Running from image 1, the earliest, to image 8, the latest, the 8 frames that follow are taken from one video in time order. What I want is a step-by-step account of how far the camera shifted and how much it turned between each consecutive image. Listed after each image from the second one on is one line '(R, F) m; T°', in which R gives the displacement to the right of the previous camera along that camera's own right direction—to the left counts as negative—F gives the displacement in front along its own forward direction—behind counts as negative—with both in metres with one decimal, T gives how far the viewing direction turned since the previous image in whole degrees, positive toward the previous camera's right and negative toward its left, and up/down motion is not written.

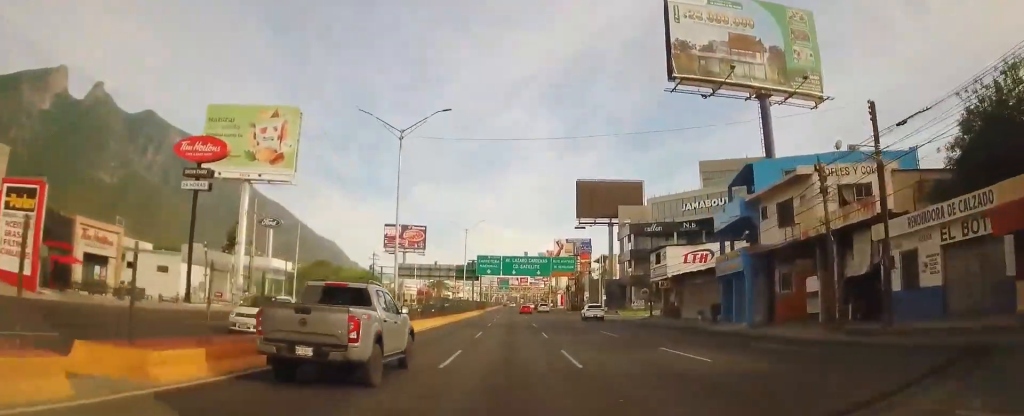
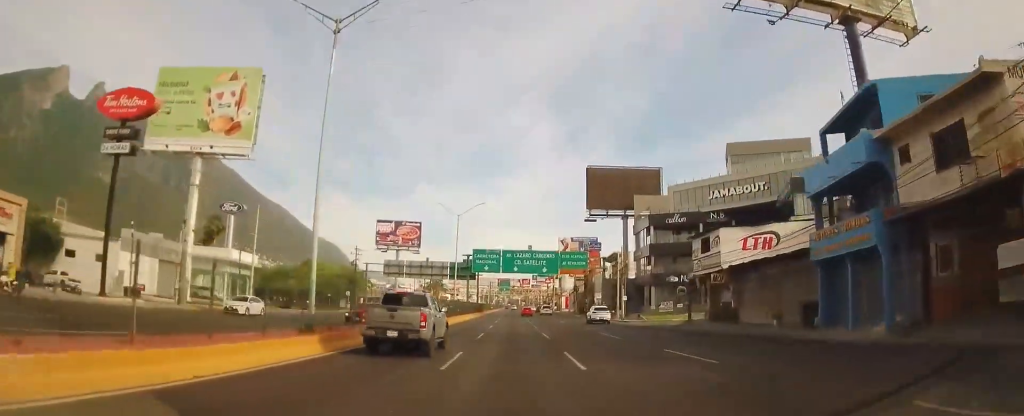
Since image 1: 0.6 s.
(-0.2, +12.8) m; 0°
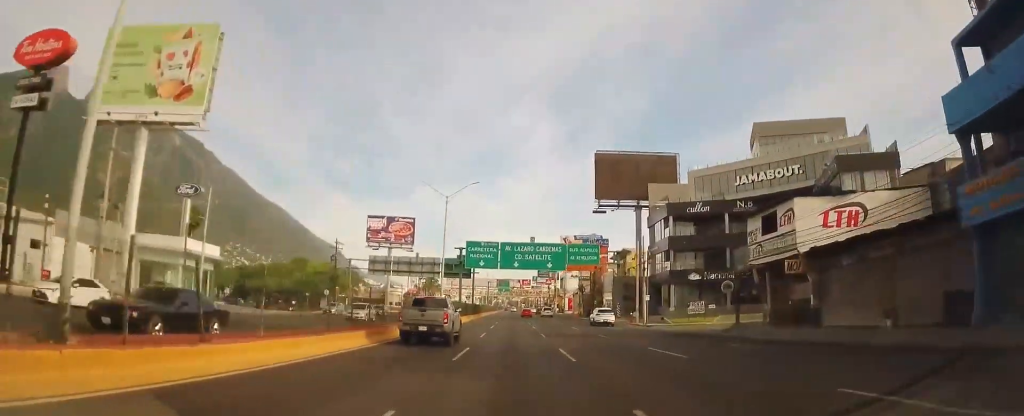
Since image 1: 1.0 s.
(-0.2, +10.4) m; 0°
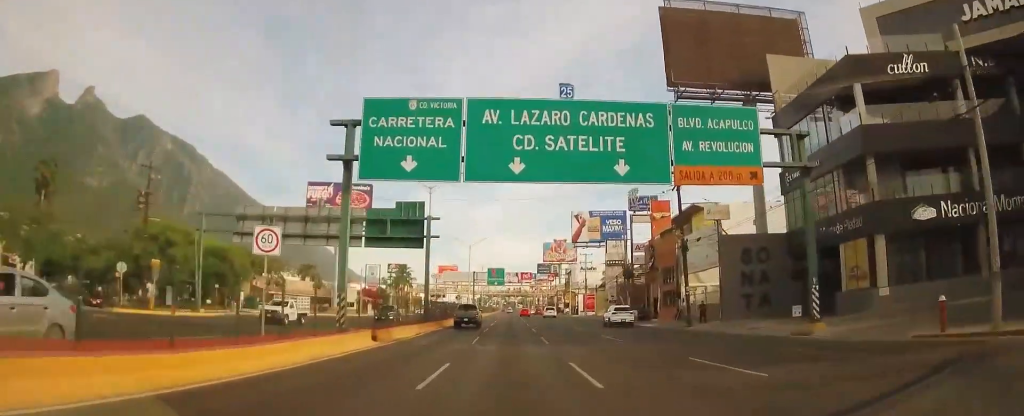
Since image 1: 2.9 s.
(+0.5, +44.5) m; 0°
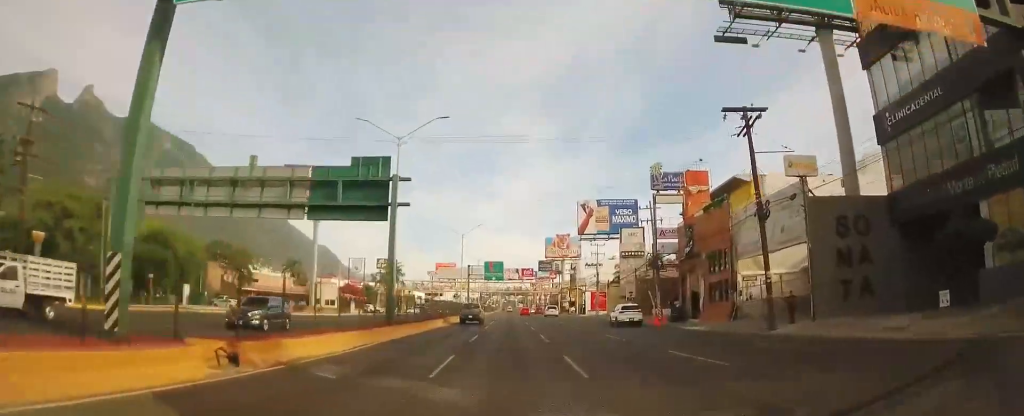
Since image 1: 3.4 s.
(-0.1, +12.5) m; 0°
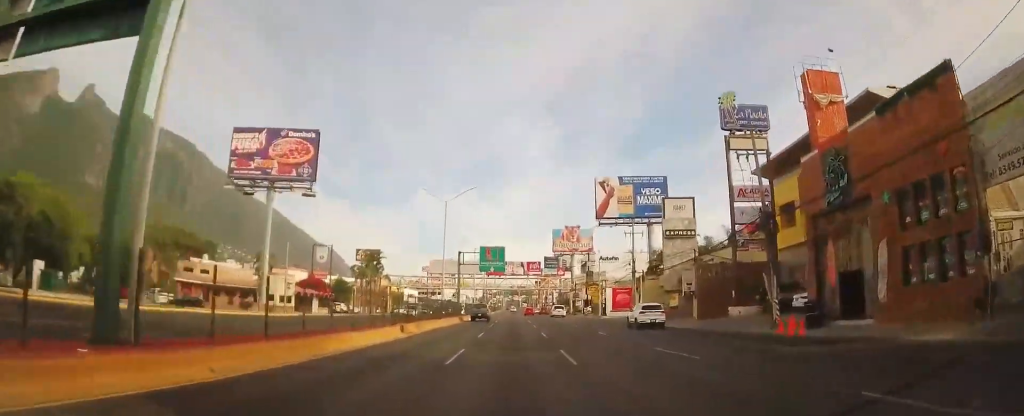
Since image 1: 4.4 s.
(-0.1, +21.5) m; 0°
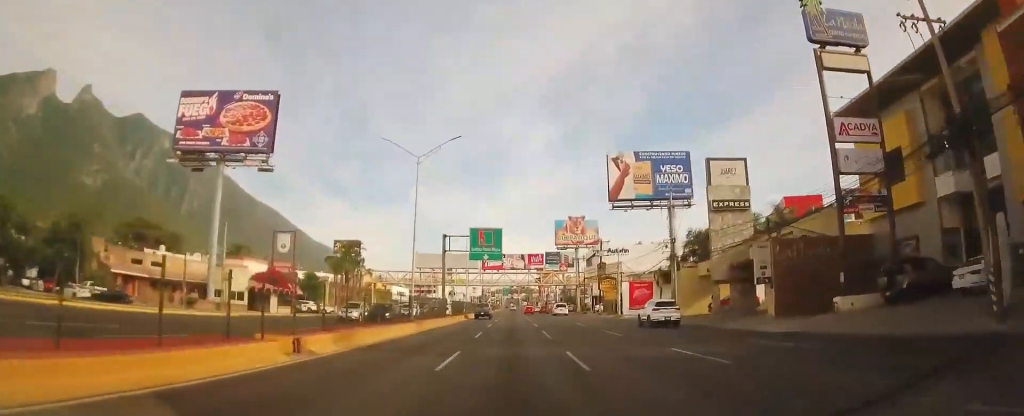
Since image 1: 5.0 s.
(+0.2, +14.6) m; 0°
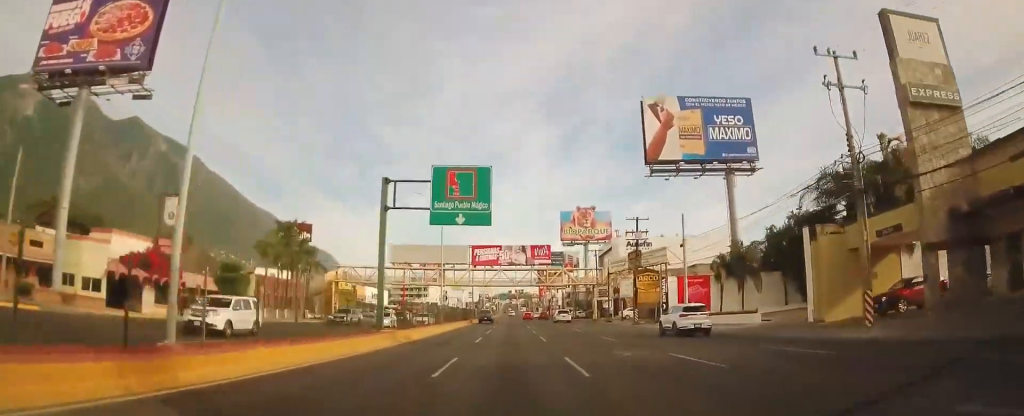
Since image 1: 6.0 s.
(-0.1, +25.2) m; -1°
